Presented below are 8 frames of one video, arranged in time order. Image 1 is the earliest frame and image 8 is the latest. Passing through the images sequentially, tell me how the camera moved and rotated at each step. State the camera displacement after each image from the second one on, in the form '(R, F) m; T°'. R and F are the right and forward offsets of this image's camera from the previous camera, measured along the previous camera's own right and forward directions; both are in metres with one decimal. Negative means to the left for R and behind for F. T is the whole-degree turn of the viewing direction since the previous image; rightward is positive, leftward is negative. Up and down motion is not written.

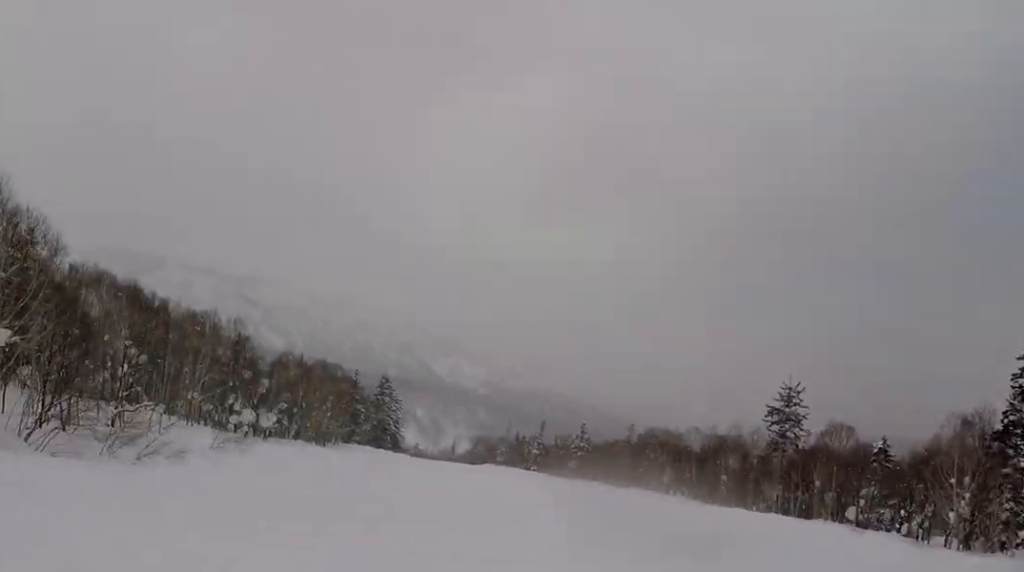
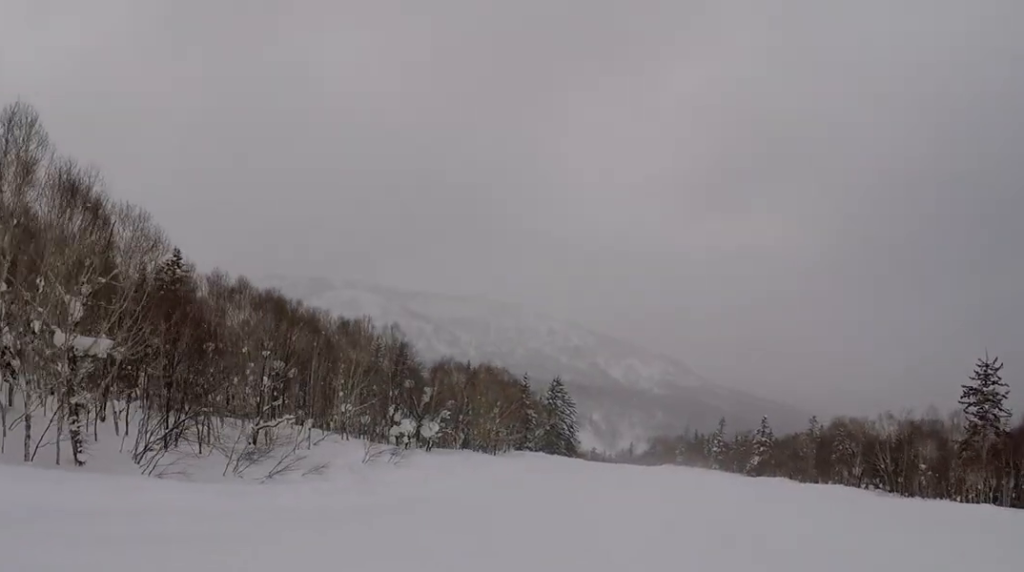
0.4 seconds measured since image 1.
(-0.2, +4.6) m; 0°
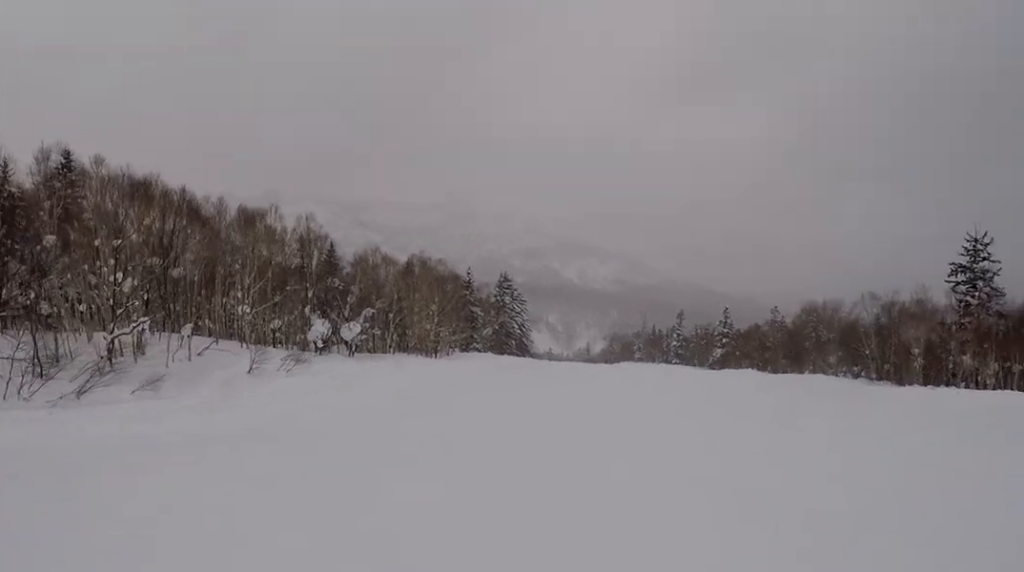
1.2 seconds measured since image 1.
(-0.1, +9.6) m; +1°
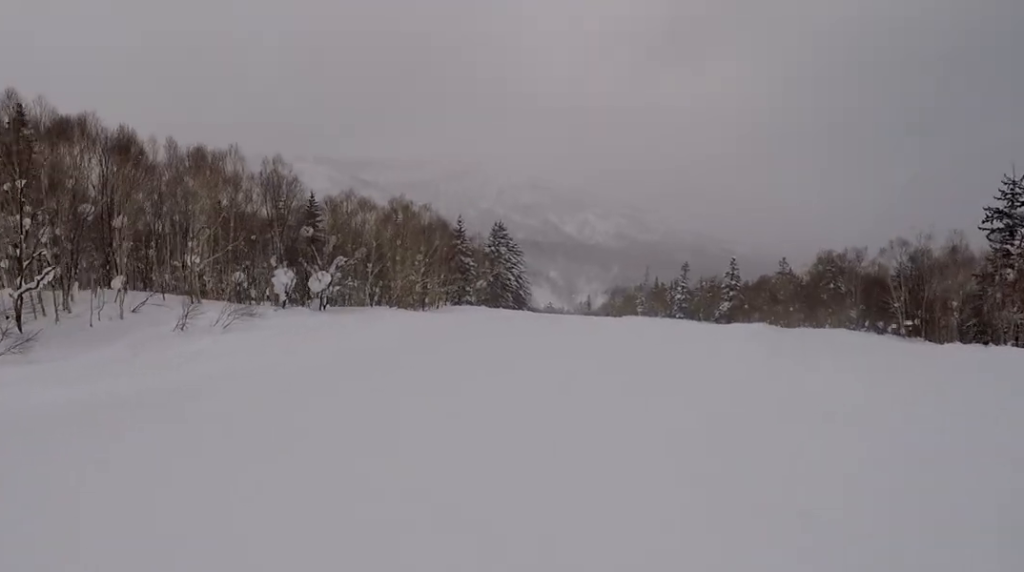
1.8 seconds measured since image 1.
(+0.2, +6.0) m; +1°
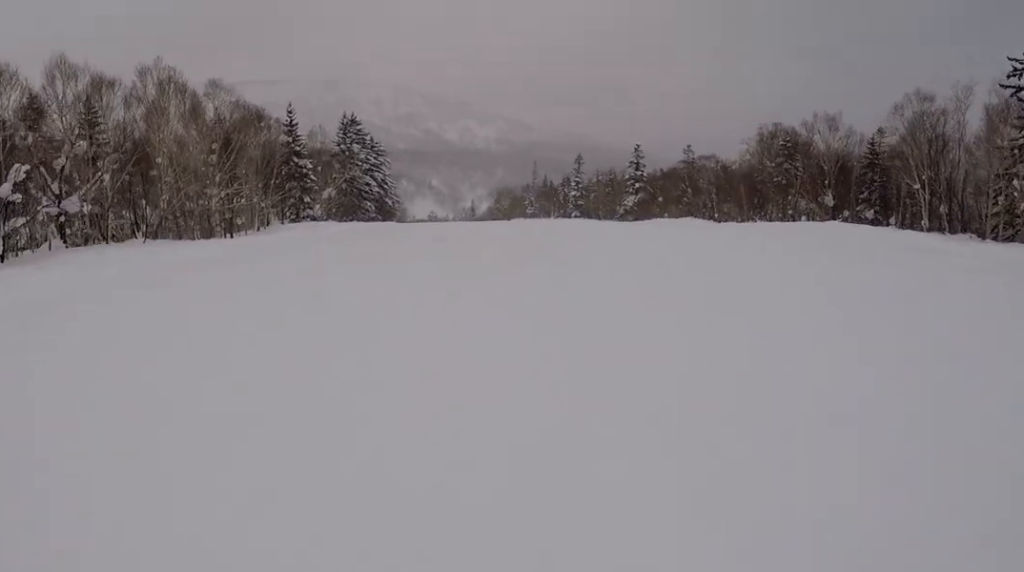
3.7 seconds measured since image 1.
(+0.2, +21.4) m; +1°
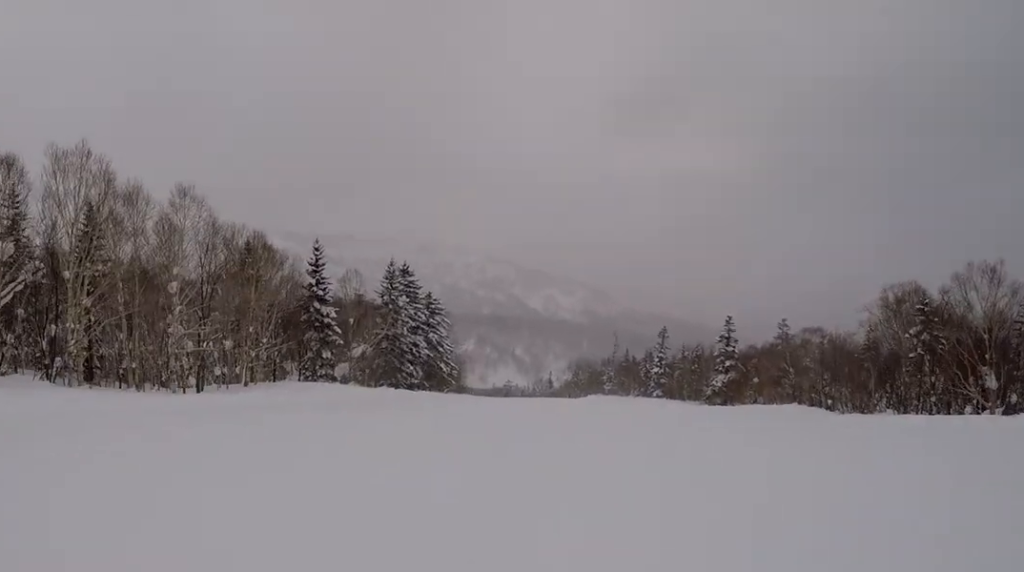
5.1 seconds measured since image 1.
(-0.3, +14.0) m; -8°
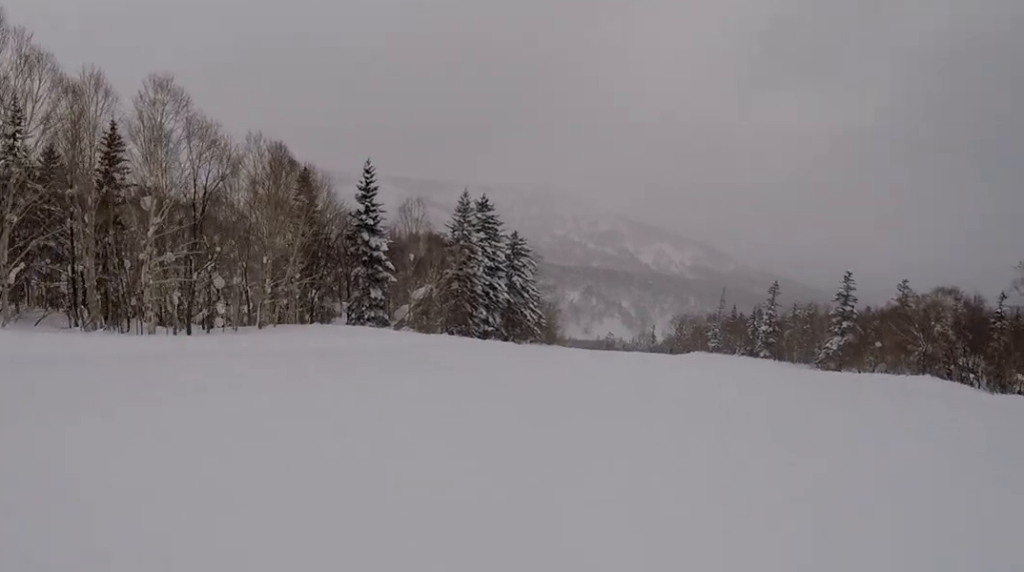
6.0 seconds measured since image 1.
(-1.1, +9.5) m; -7°
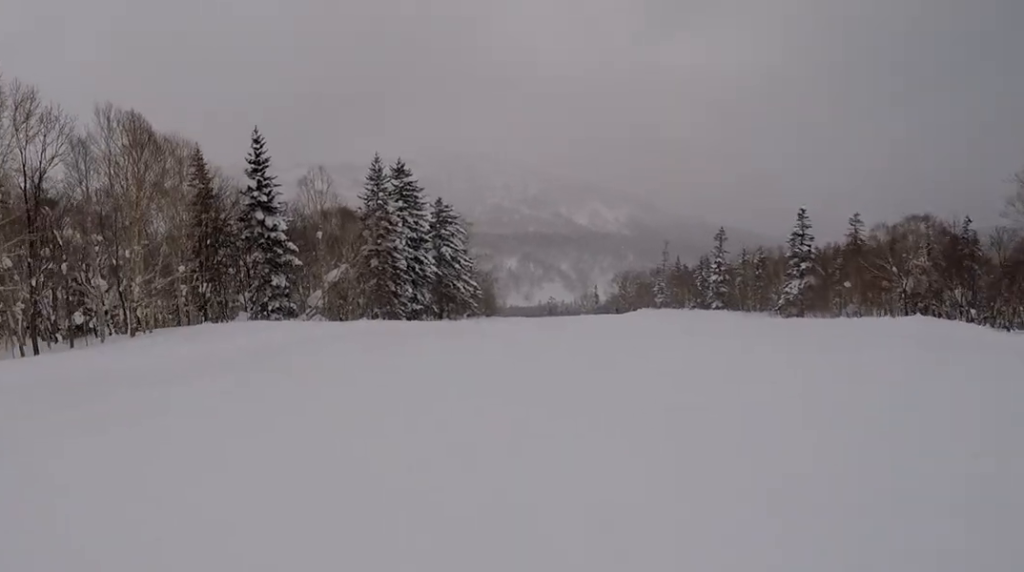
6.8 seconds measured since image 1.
(0.0, +7.3) m; 0°
